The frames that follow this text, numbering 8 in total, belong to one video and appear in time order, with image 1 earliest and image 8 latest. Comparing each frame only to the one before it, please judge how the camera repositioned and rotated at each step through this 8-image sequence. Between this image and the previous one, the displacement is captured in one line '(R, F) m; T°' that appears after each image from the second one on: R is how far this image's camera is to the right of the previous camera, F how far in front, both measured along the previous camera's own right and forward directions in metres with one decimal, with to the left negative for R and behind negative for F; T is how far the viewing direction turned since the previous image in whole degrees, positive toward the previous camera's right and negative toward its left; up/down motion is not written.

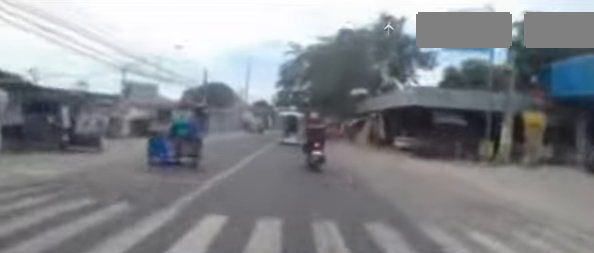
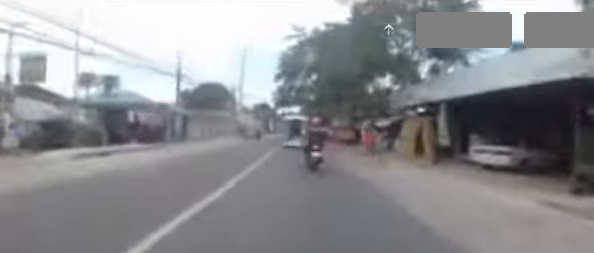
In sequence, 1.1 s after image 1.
(+0.1, +9.4) m; +4°
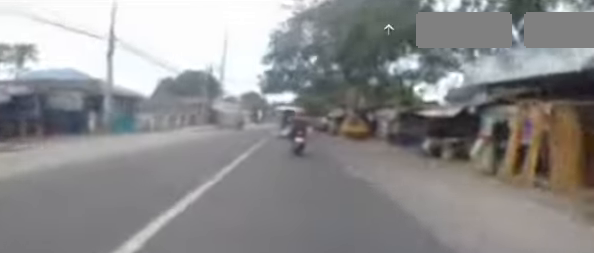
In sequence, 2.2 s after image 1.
(+0.5, +9.7) m; +2°
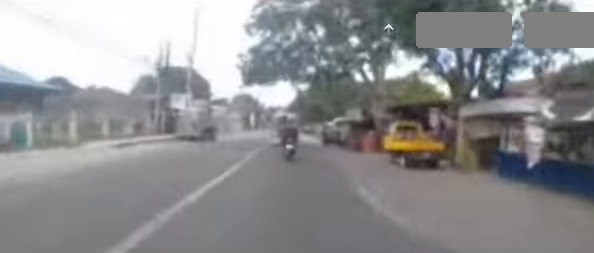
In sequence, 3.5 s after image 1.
(-0.6, +13.0) m; -6°
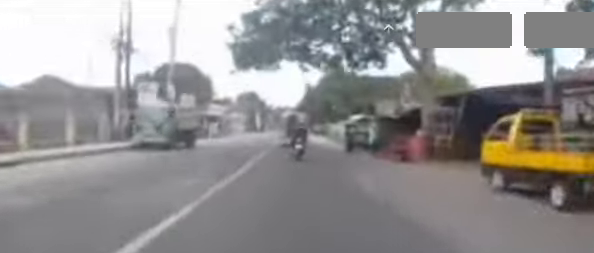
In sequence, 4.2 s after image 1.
(-0.5, +6.9) m; 0°
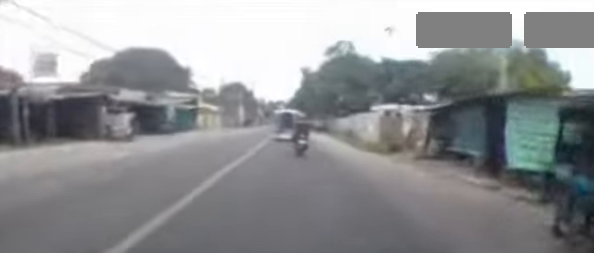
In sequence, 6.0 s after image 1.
(+0.8, +17.8) m; +1°
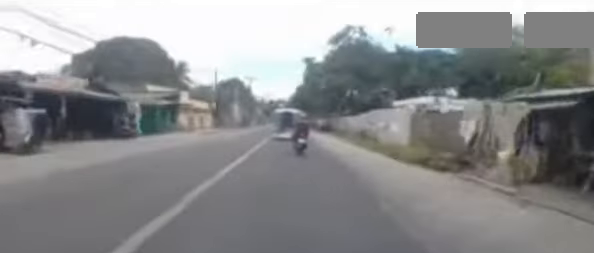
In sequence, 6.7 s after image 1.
(0.0, +7.2) m; 0°
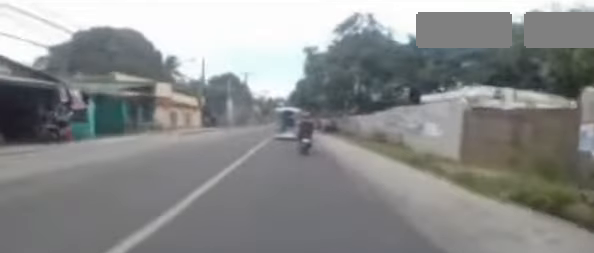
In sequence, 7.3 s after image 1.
(0.0, +6.0) m; 0°
